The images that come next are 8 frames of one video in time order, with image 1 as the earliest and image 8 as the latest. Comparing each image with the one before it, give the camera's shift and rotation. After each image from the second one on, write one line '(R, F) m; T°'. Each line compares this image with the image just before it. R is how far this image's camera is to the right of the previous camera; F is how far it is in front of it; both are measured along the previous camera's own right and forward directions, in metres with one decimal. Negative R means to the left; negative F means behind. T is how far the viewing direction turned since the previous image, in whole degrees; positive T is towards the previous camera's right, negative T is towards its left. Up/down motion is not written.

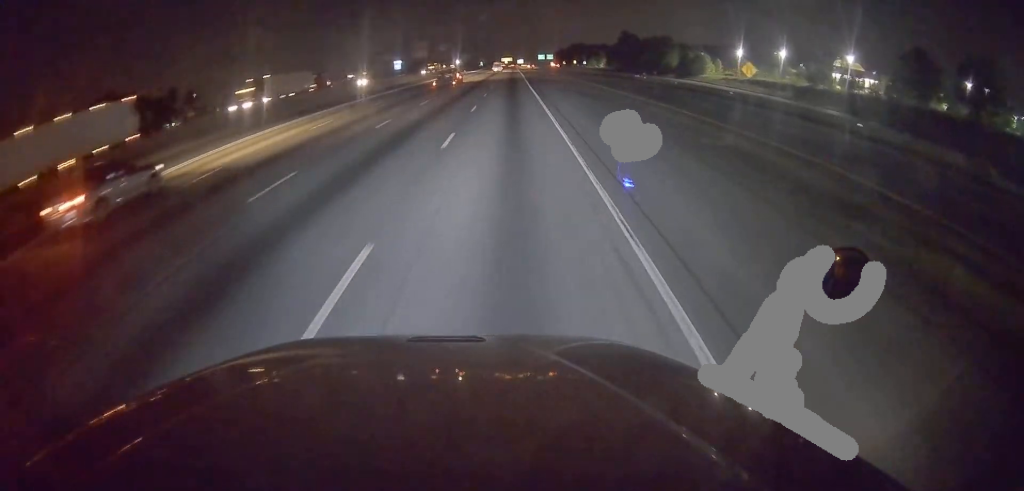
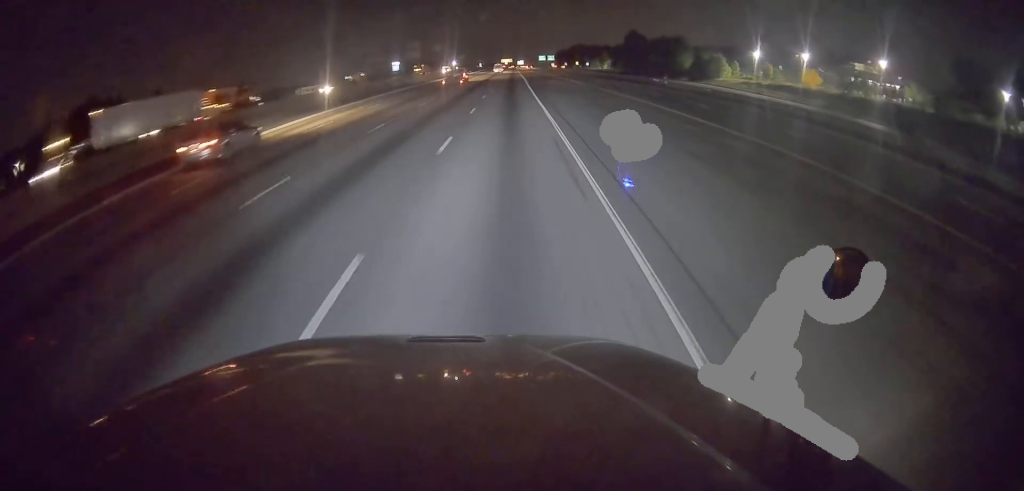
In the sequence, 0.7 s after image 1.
(0.0, +13.0) m; 0°
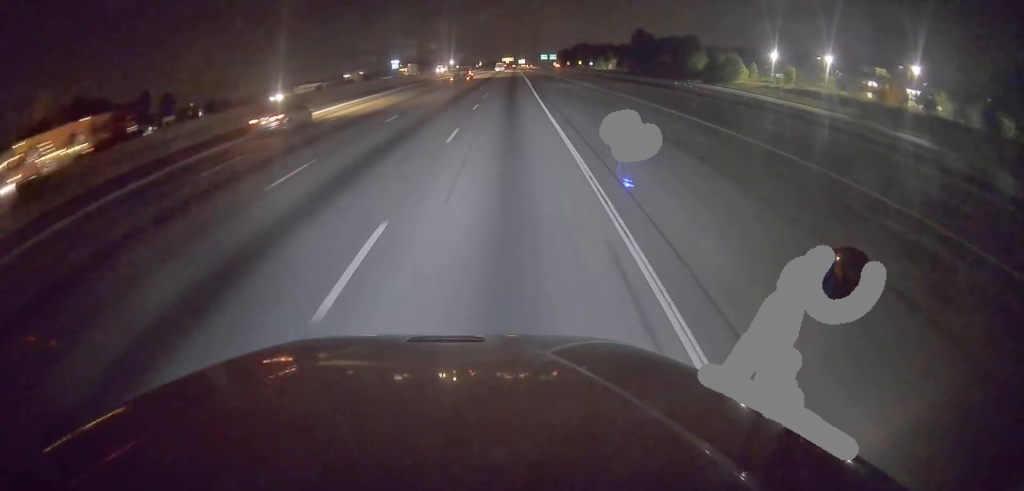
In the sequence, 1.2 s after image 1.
(0.0, +10.7) m; 0°
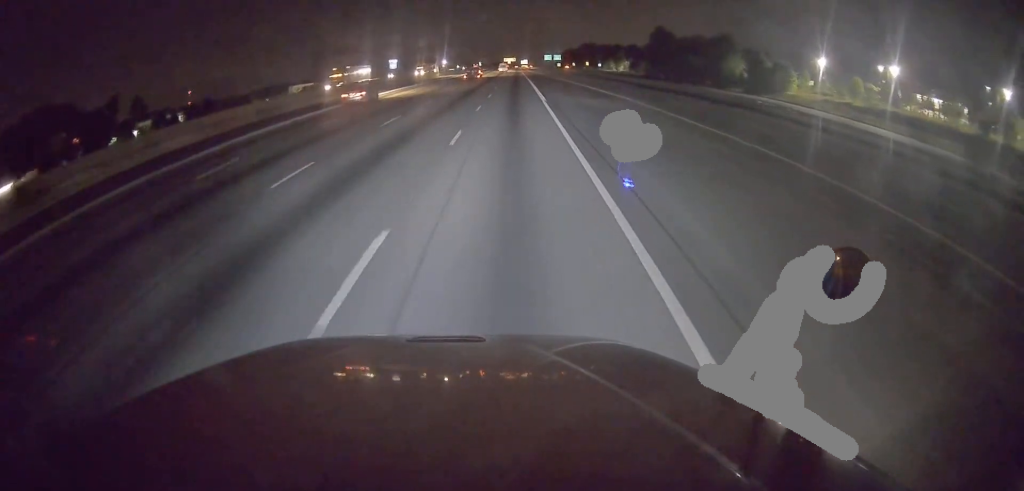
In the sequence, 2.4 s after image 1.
(0.0, +24.3) m; 0°
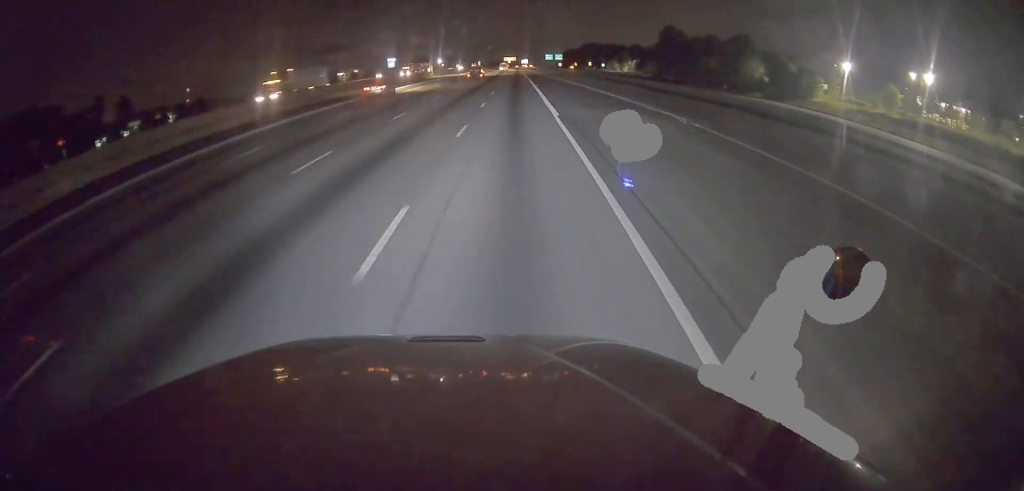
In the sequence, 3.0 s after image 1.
(0.0, +11.0) m; 0°
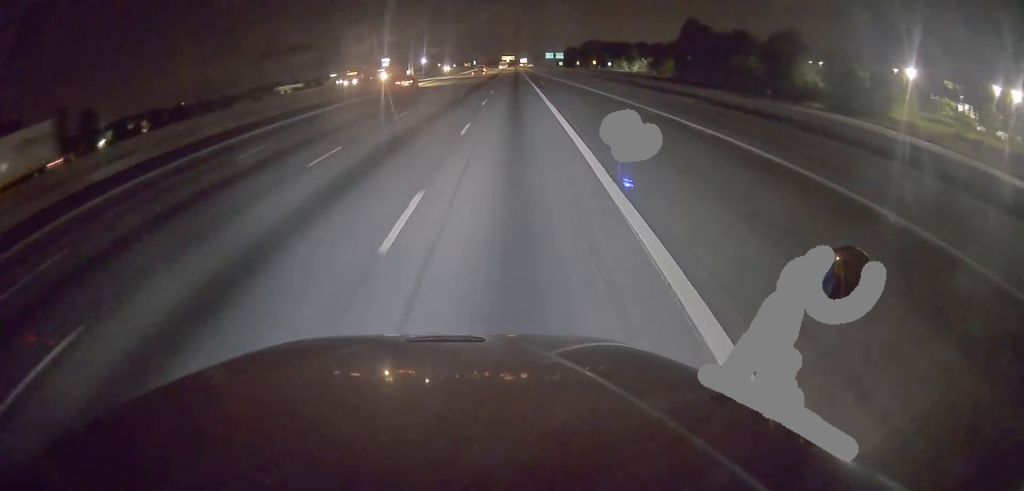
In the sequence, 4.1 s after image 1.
(-0.1, +23.2) m; 0°
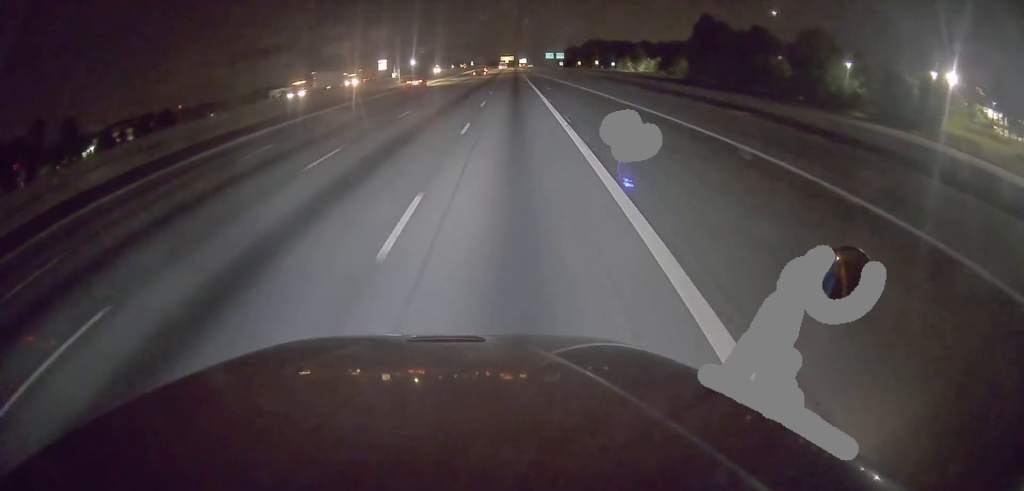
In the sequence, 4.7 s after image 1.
(0.0, +12.2) m; +1°
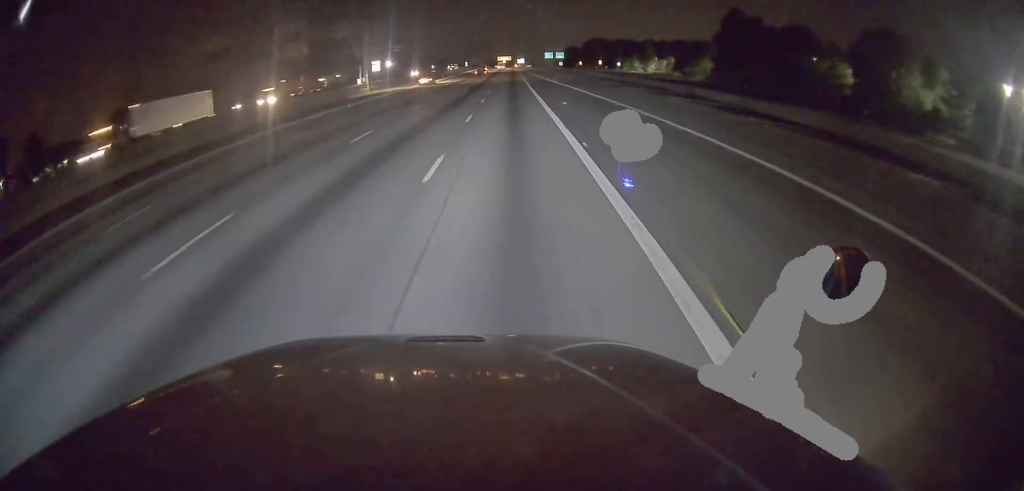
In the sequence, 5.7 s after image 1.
(+0.2, +20.1) m; +1°
